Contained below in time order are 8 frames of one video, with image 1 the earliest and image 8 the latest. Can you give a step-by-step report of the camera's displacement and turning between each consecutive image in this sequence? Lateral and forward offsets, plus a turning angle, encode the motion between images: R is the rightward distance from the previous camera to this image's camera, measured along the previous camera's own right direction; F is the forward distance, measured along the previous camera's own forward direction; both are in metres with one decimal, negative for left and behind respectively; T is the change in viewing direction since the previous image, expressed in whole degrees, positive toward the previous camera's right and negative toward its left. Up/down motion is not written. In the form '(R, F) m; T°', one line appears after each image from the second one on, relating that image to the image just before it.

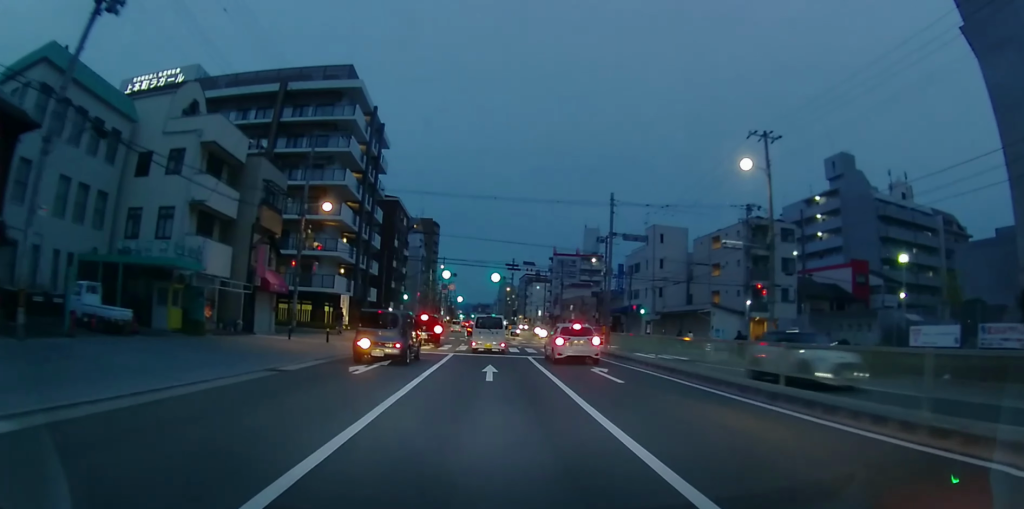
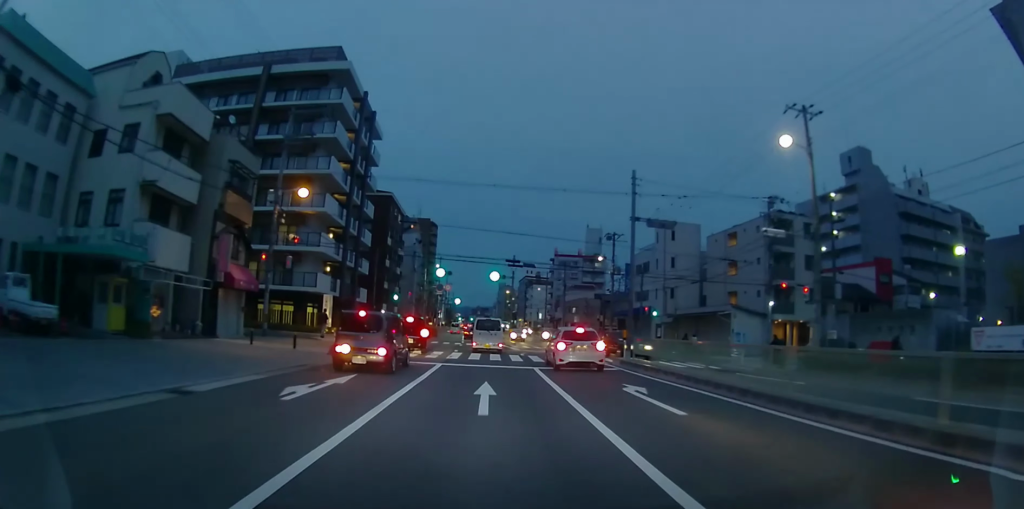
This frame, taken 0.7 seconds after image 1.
(0.0, +4.6) m; -2°
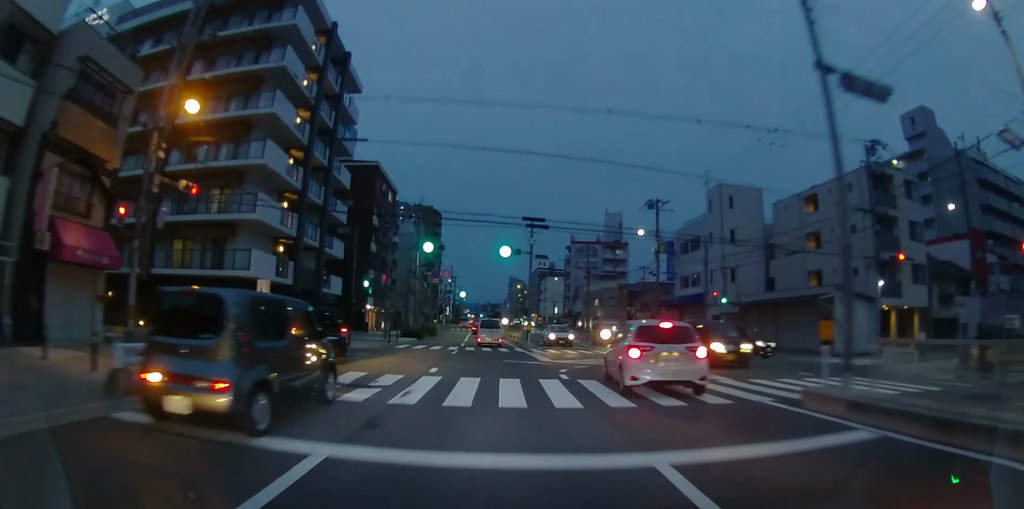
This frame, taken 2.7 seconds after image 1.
(-0.3, +13.0) m; -1°
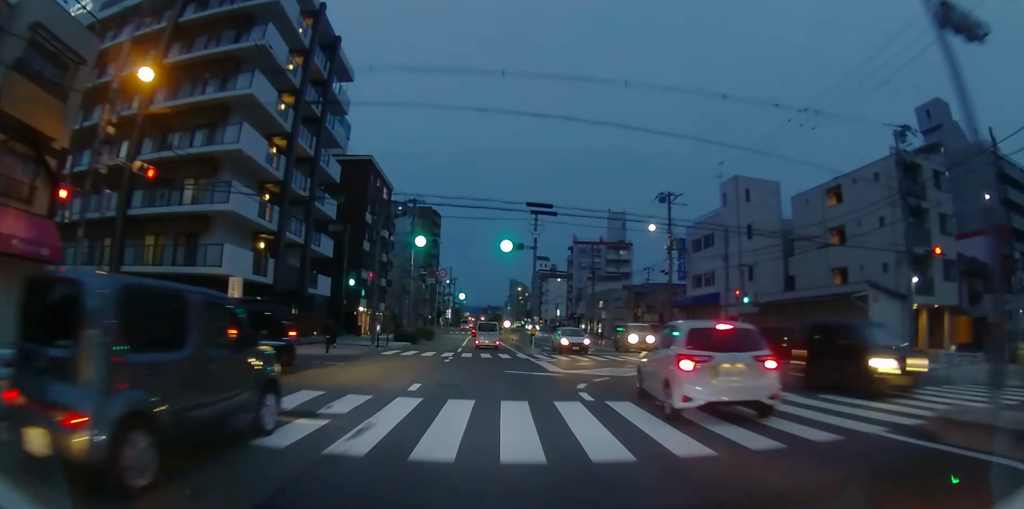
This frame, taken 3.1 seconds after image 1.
(0.0, +3.2) m; 0°
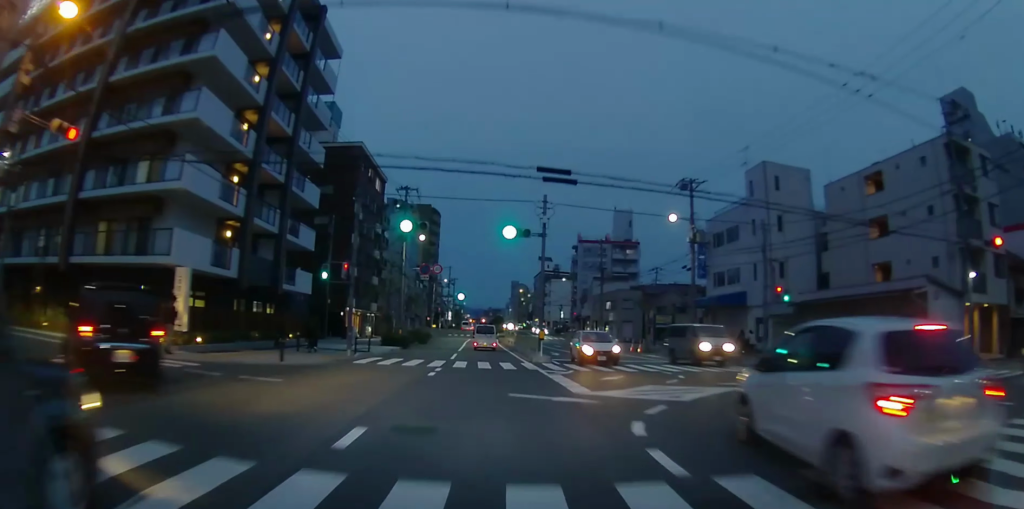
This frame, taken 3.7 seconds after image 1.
(0.0, +4.9) m; 0°
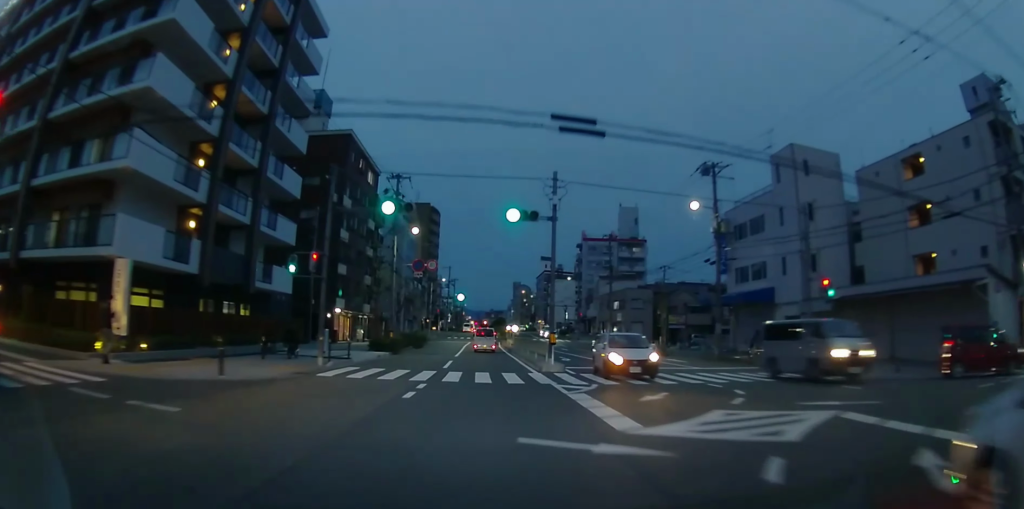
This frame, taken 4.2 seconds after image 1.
(0.0, +4.1) m; 0°
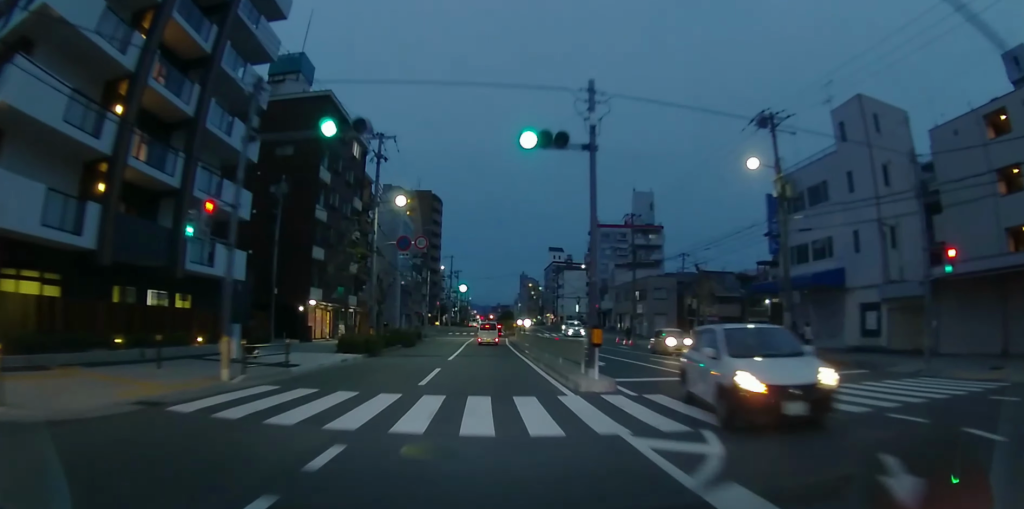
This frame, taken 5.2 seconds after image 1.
(0.0, +7.9) m; 0°
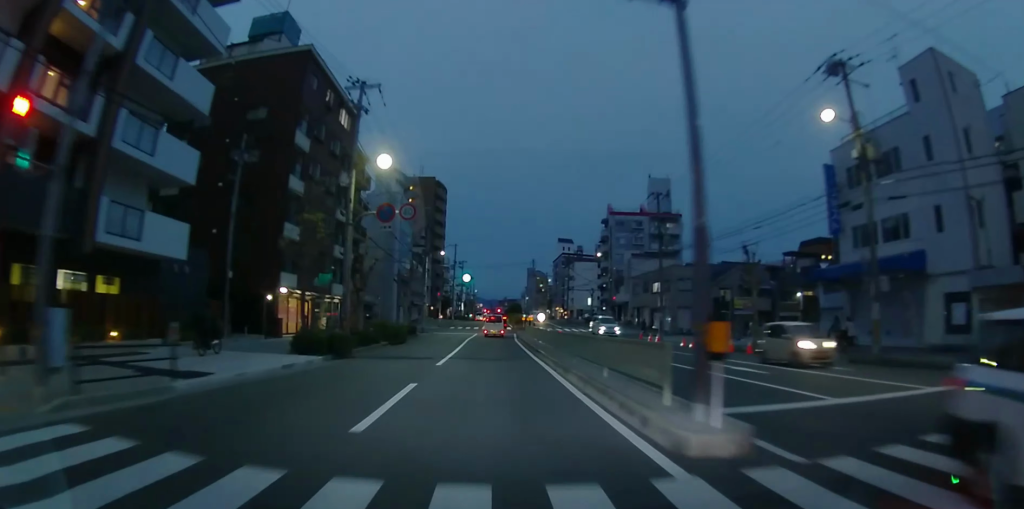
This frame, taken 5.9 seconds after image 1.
(0.0, +6.1) m; 0°
